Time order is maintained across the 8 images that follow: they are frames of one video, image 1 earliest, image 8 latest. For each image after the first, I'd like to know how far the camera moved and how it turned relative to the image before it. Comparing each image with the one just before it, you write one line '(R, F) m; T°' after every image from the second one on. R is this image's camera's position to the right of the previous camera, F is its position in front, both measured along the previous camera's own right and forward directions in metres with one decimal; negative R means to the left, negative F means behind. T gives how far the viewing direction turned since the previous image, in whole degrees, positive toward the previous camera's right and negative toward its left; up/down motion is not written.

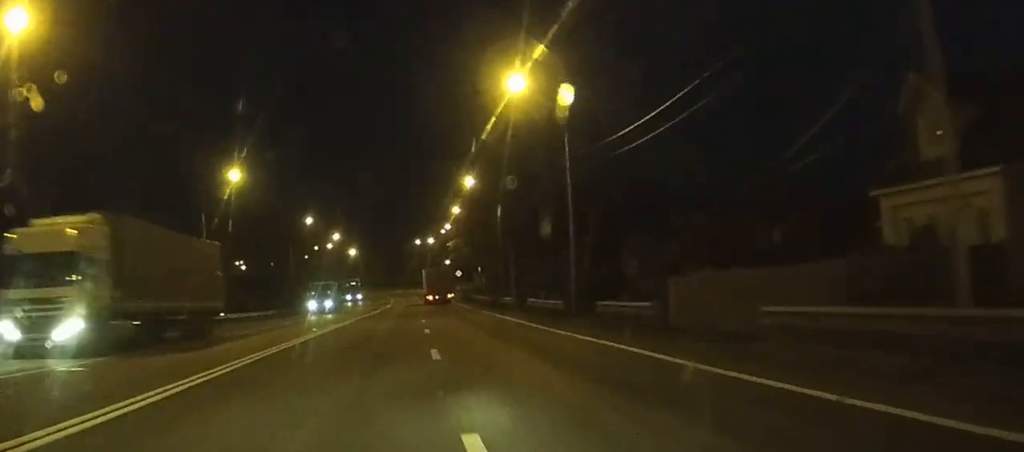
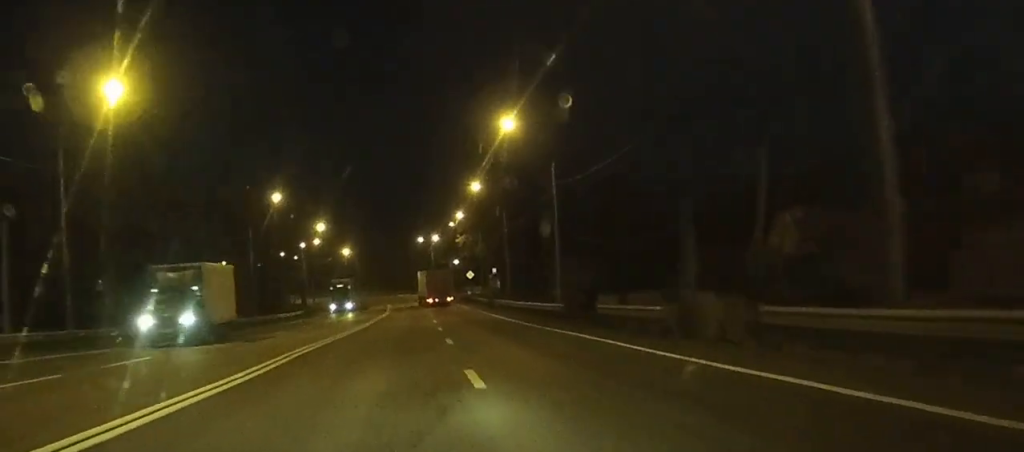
(0.0, +28.3) m; 0°
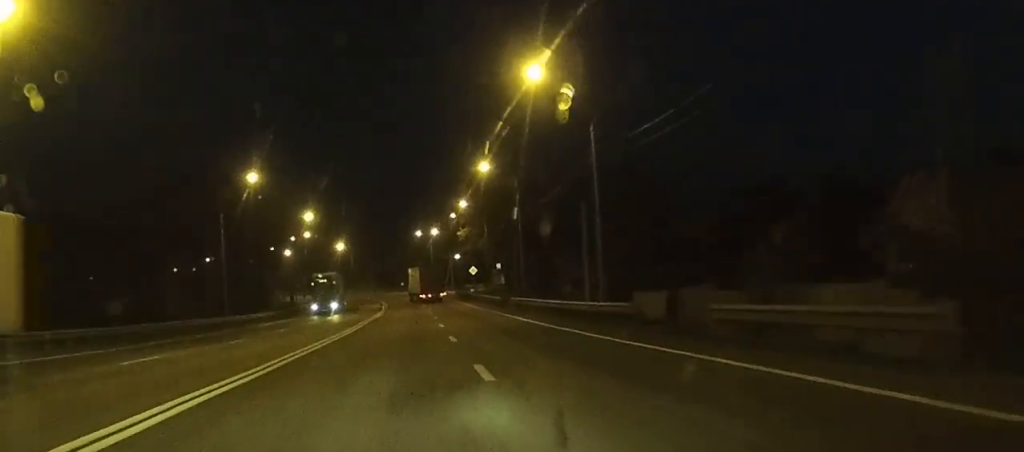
(0.0, +11.2) m; 0°
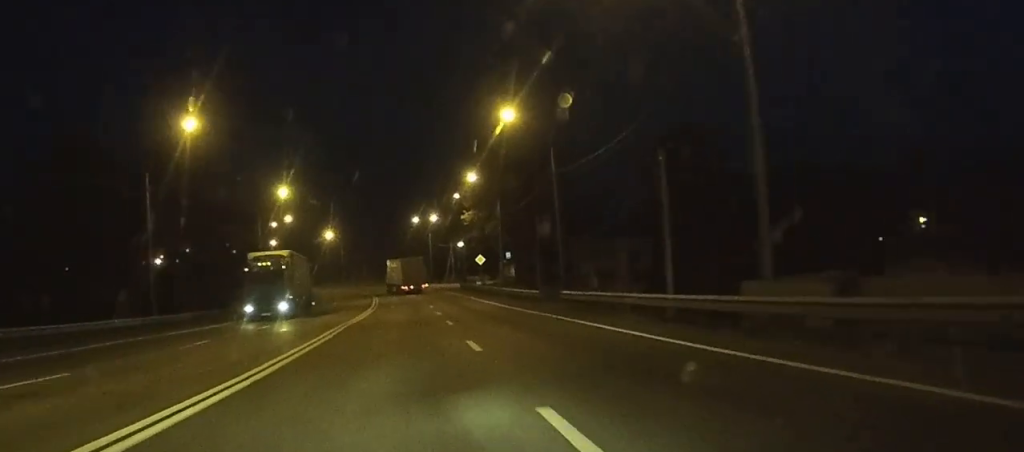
(+0.1, +18.7) m; 0°
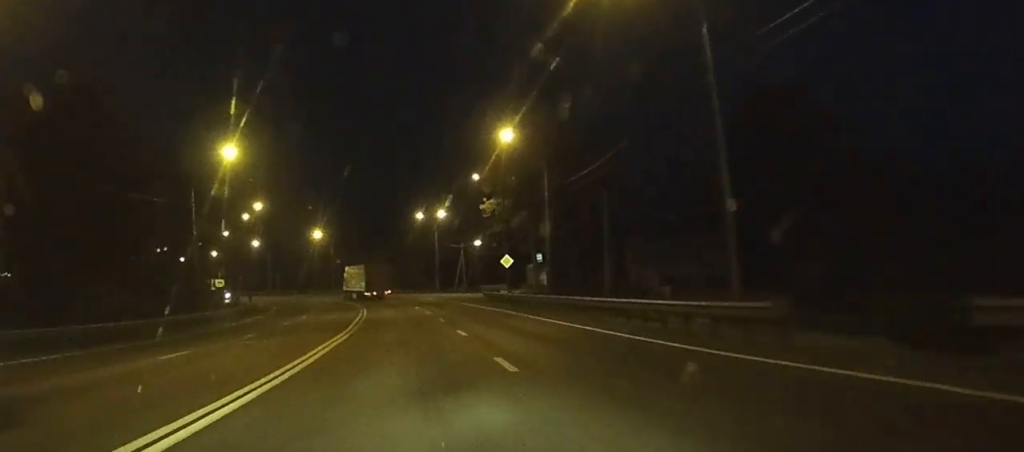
(+0.1, +27.5) m; 0°
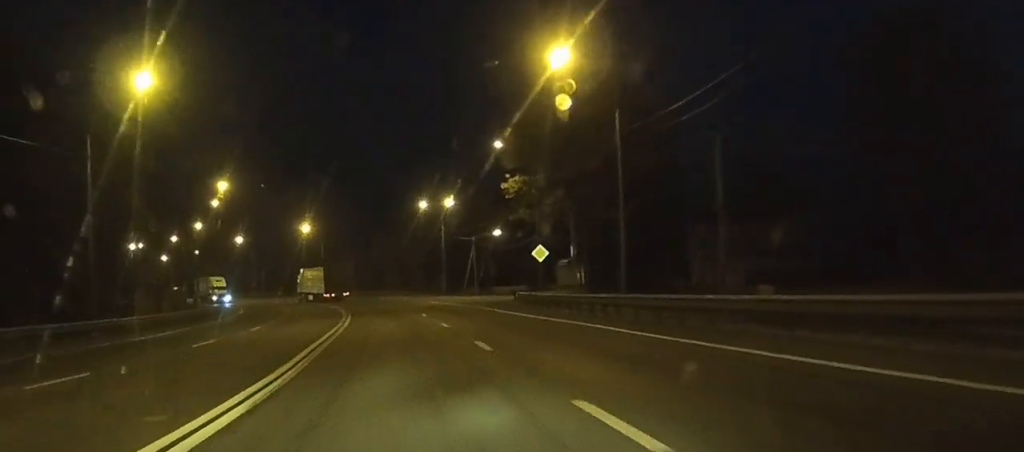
(-0.1, +19.9) m; -1°
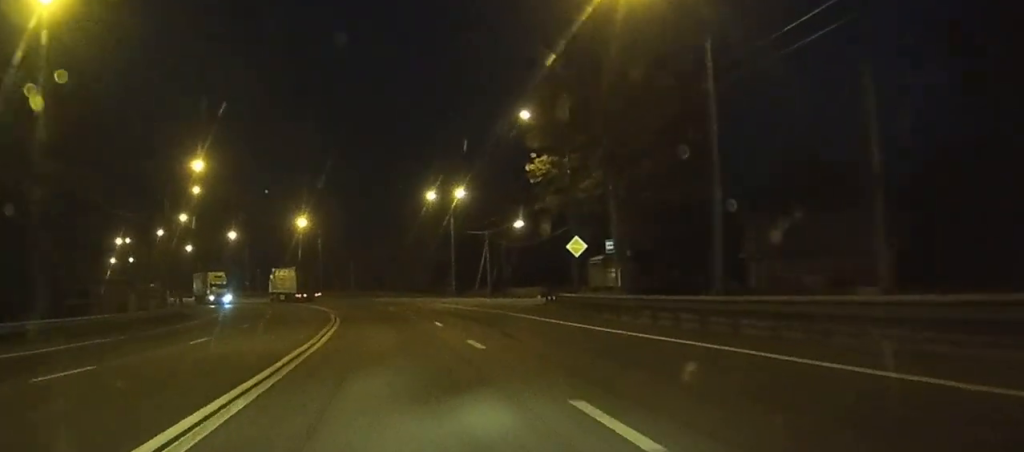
(-0.1, +11.7) m; 0°
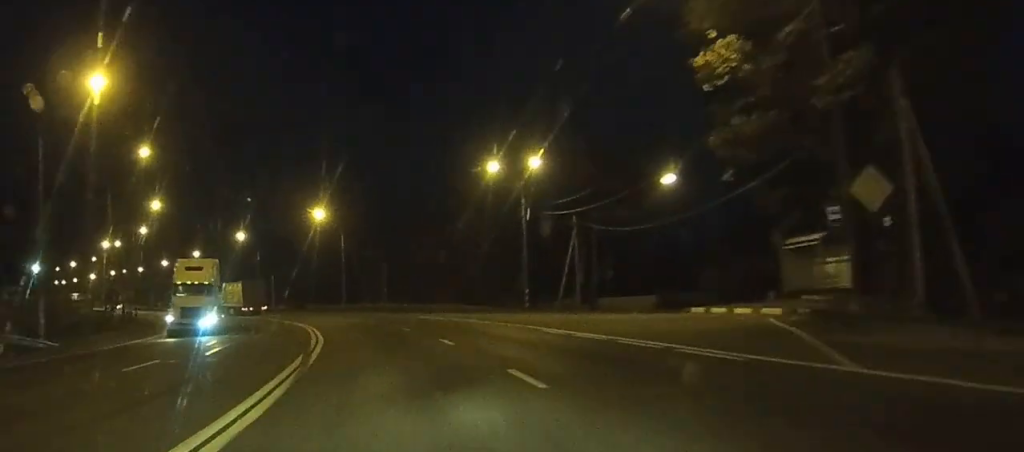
(-0.3, +30.5) m; -2°
